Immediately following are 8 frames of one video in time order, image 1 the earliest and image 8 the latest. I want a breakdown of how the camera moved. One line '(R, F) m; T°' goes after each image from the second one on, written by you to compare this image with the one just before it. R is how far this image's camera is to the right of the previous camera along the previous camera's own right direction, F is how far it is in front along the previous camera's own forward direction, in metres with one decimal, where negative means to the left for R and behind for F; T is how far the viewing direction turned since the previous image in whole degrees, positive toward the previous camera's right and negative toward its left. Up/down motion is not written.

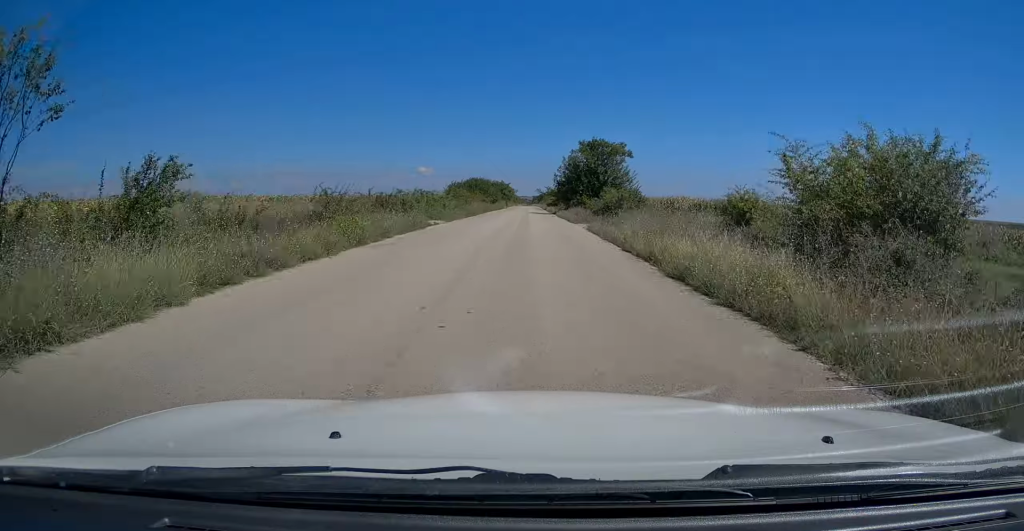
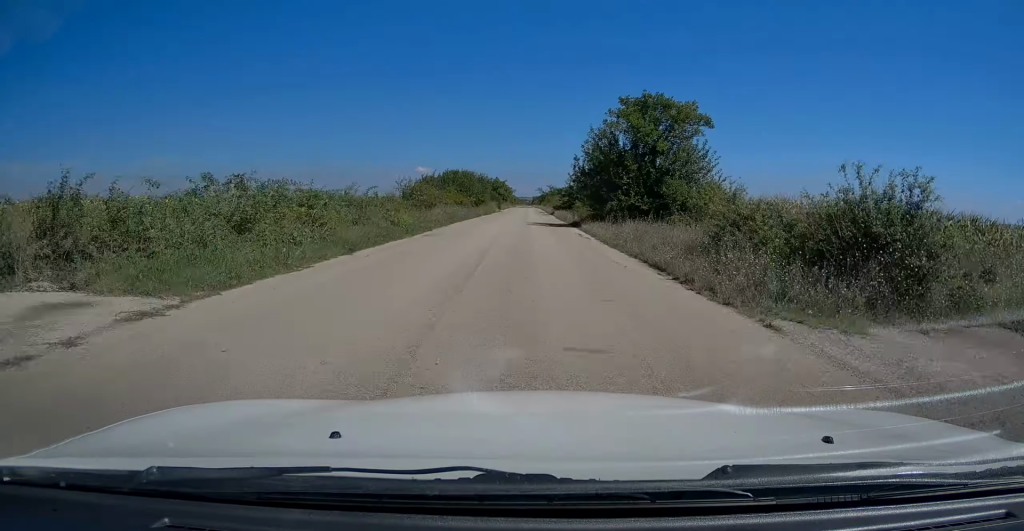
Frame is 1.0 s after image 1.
(-0.1, +25.4) m; 0°
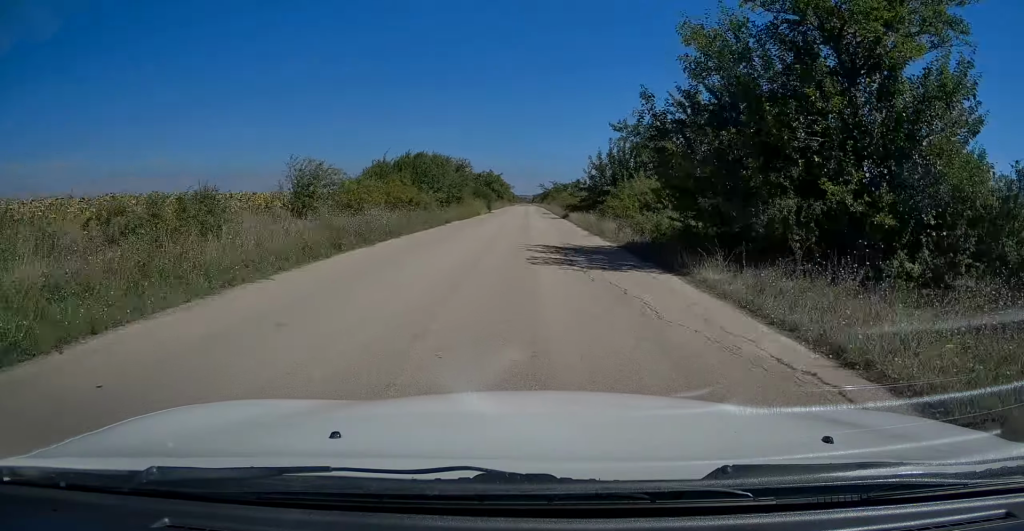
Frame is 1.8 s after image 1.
(+0.2, +21.2) m; 0°
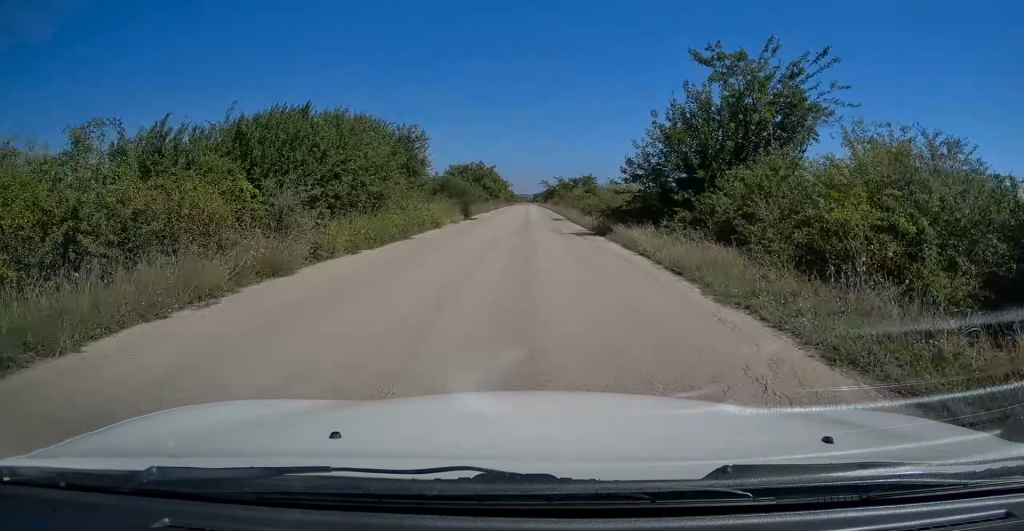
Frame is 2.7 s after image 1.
(0.0, +21.6) m; 0°
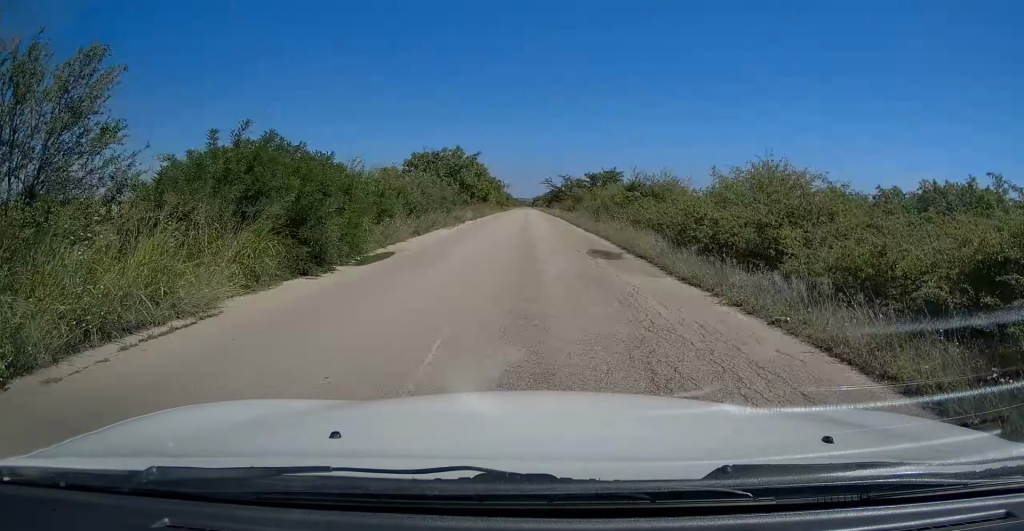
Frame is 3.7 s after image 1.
(-0.1, +24.9) m; 0°
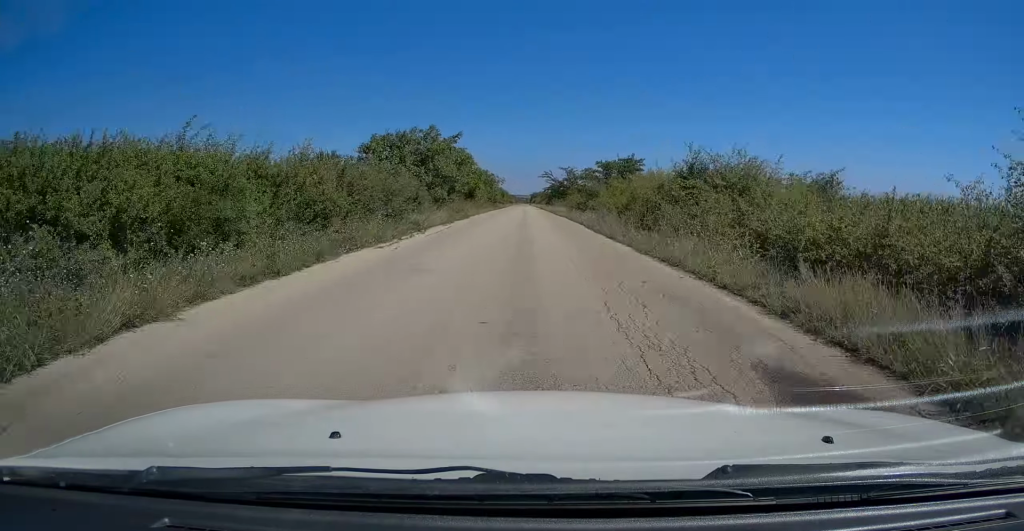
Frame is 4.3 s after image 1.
(0.0, +12.6) m; 0°
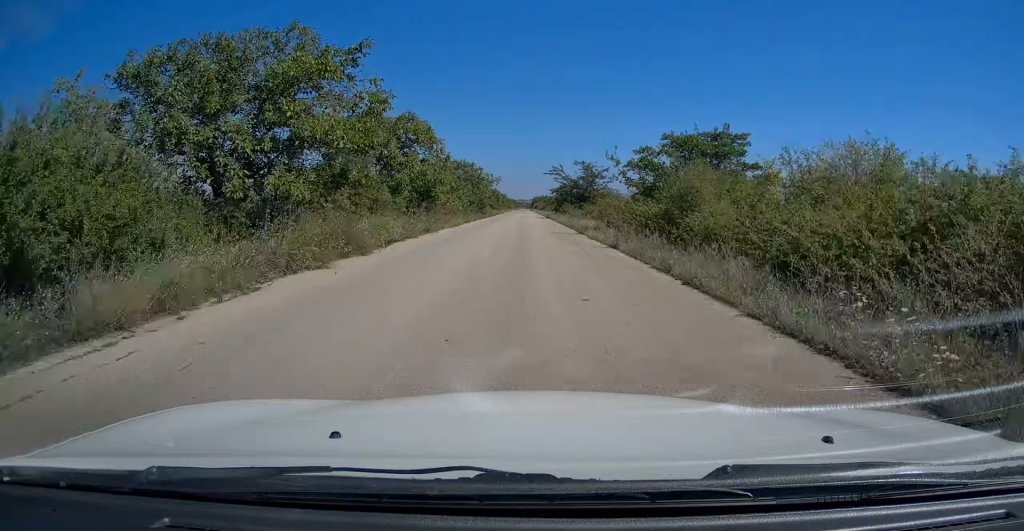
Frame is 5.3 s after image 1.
(+0.2, +23.7) m; 0°
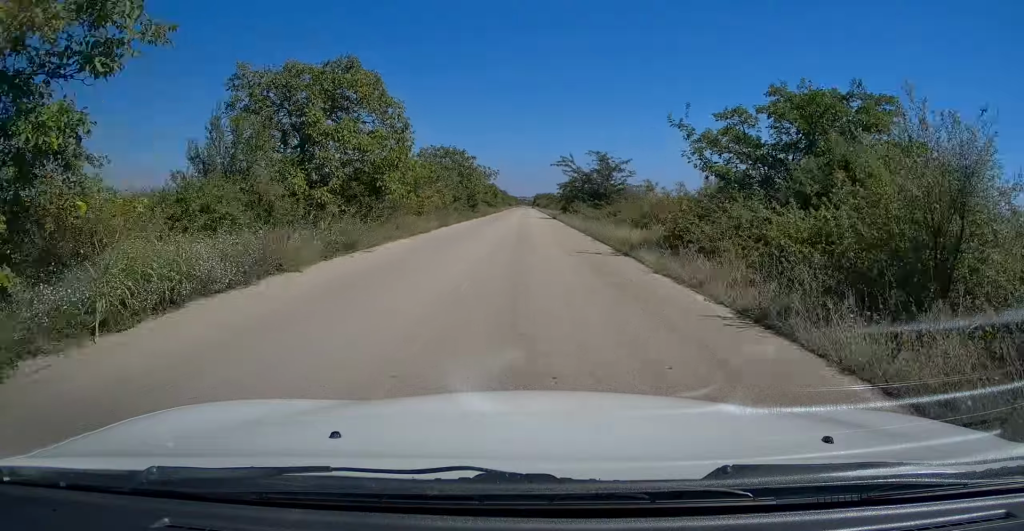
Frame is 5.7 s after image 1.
(-0.1, +11.2) m; 0°
